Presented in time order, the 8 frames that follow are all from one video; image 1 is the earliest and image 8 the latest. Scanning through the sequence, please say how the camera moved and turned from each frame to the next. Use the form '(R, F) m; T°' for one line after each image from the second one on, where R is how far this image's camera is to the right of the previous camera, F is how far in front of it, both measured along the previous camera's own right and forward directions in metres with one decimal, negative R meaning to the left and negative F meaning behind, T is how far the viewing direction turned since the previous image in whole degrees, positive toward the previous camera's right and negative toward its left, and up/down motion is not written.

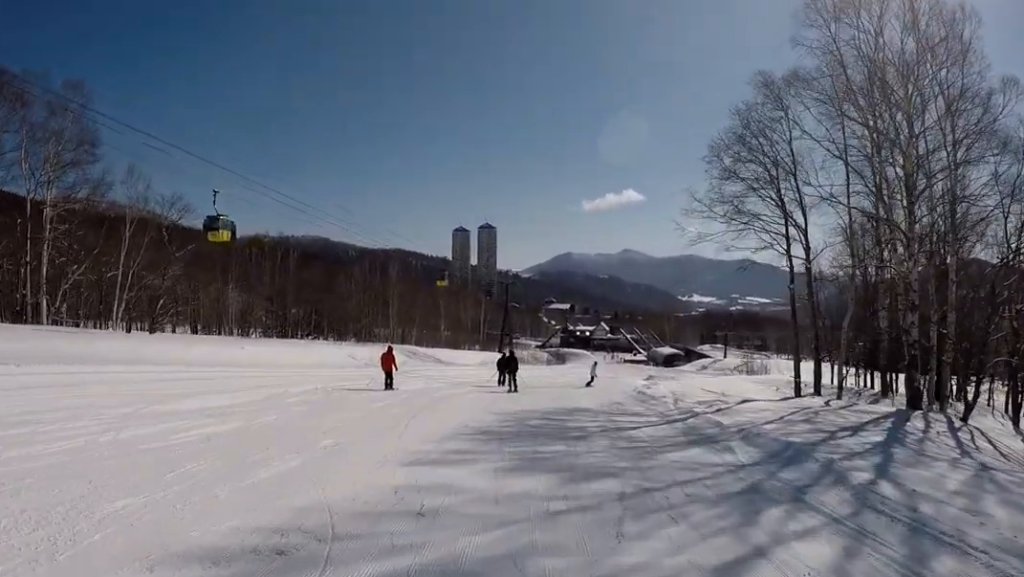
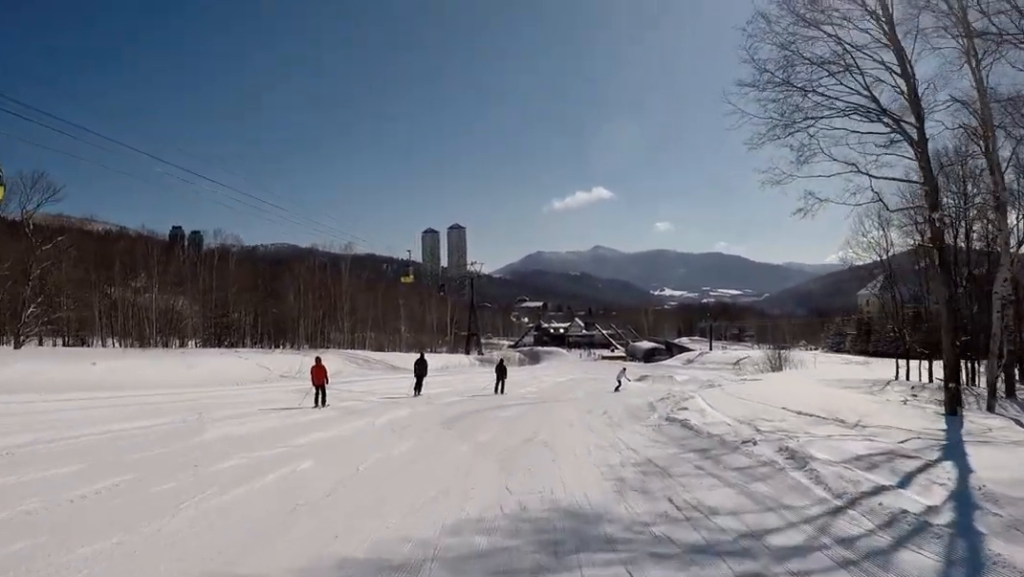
(-1.2, +13.9) m; -2°
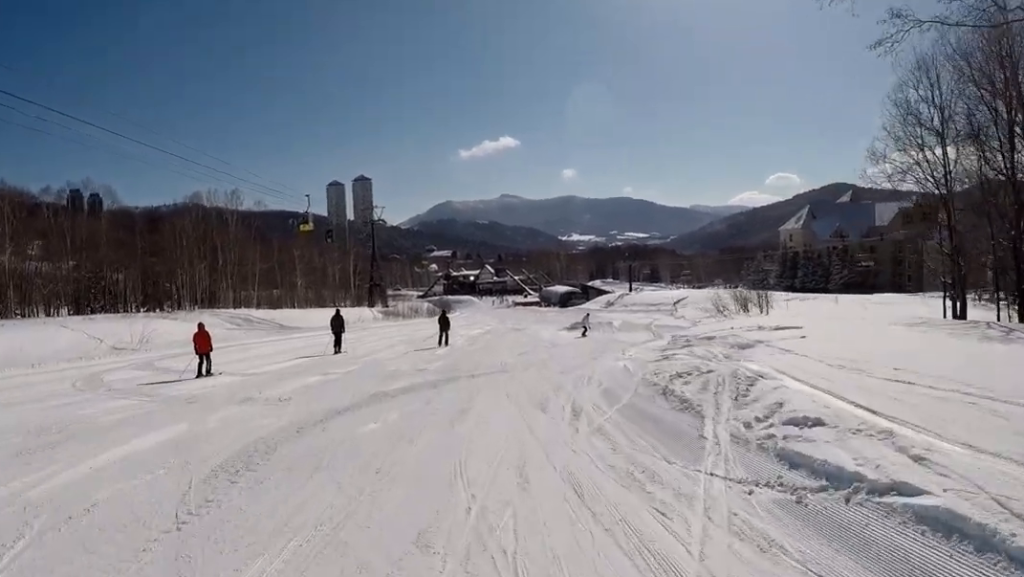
(+1.1, +11.2) m; +9°
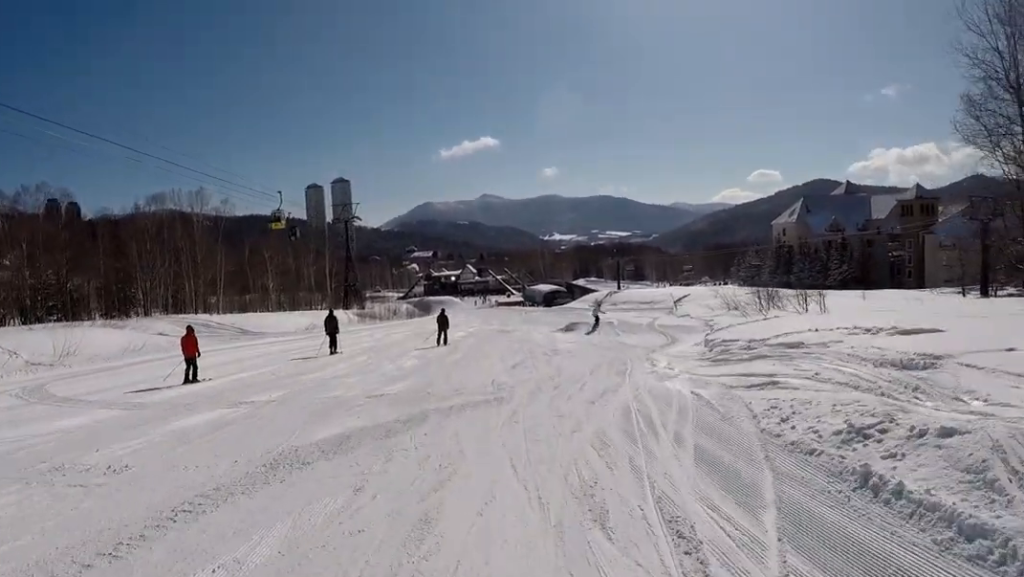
(+0.4, +6.3) m; 0°
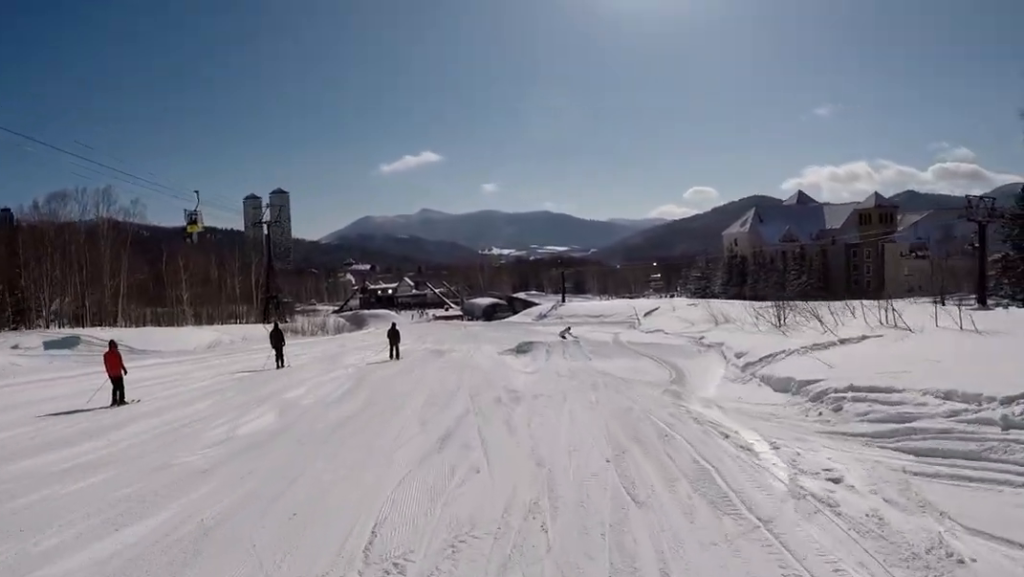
(-0.4, +10.3) m; +6°
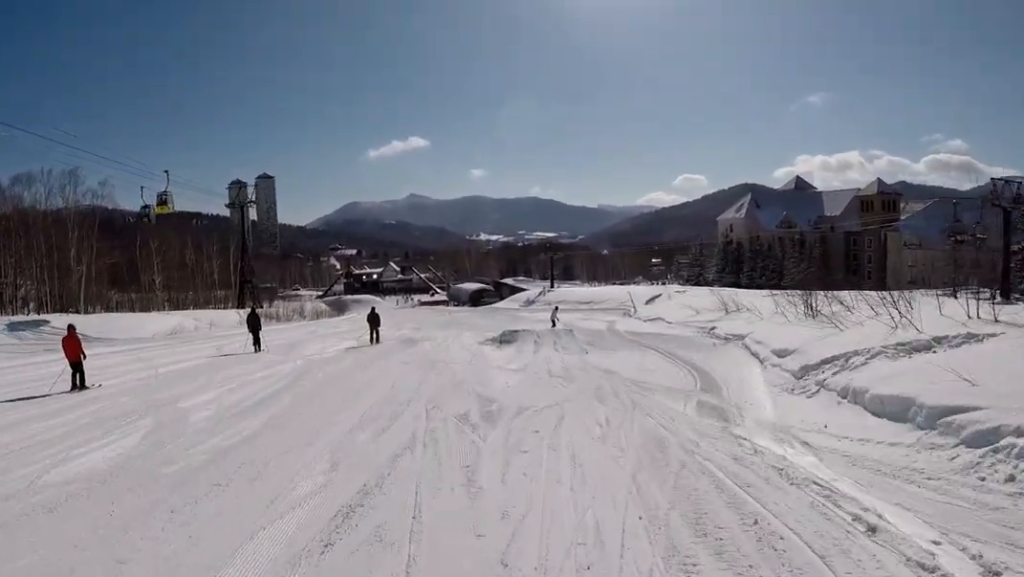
(+0.2, +4.6) m; +7°
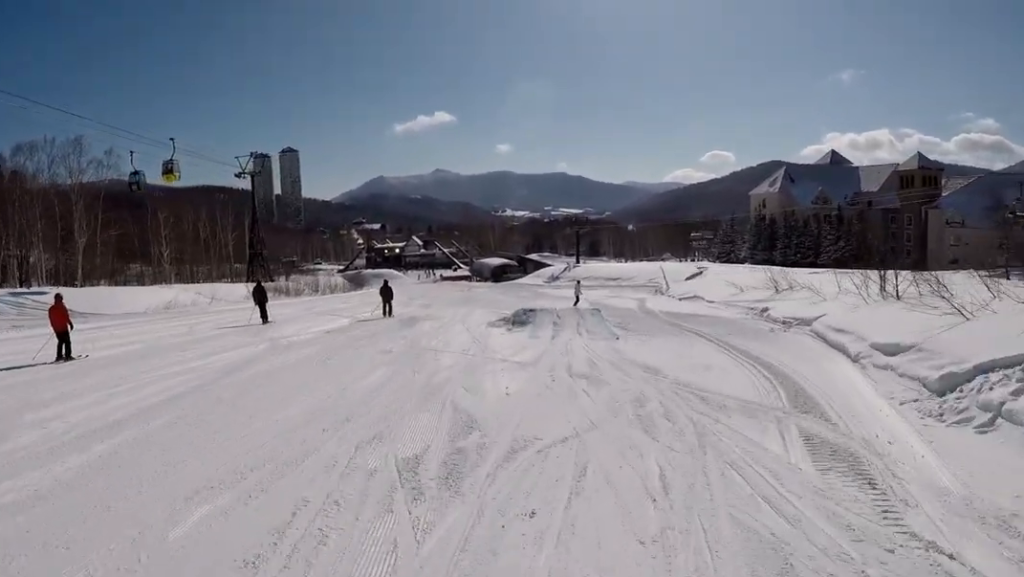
(+0.4, +4.4) m; 0°
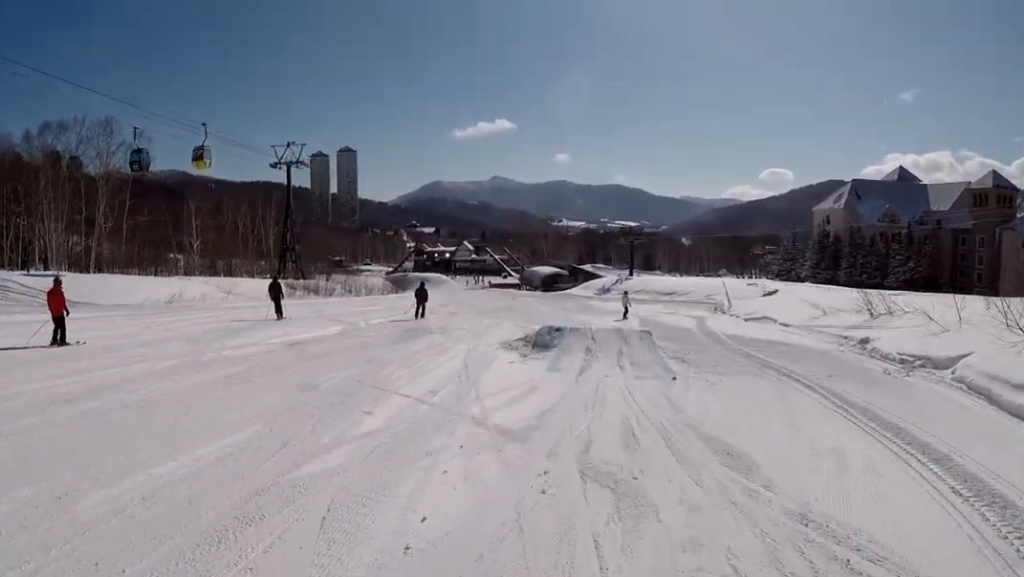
(+0.2, +5.8) m; -3°
